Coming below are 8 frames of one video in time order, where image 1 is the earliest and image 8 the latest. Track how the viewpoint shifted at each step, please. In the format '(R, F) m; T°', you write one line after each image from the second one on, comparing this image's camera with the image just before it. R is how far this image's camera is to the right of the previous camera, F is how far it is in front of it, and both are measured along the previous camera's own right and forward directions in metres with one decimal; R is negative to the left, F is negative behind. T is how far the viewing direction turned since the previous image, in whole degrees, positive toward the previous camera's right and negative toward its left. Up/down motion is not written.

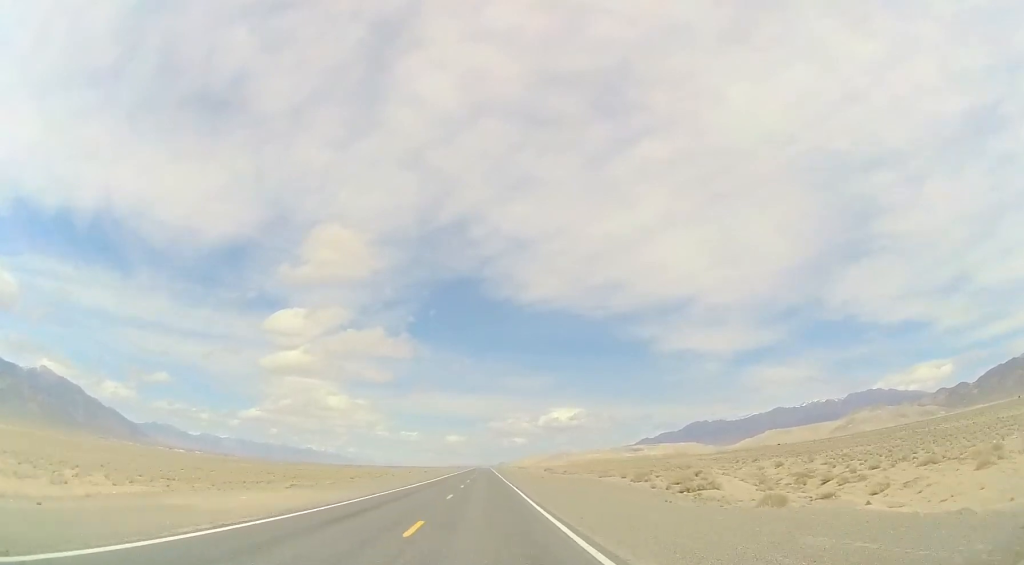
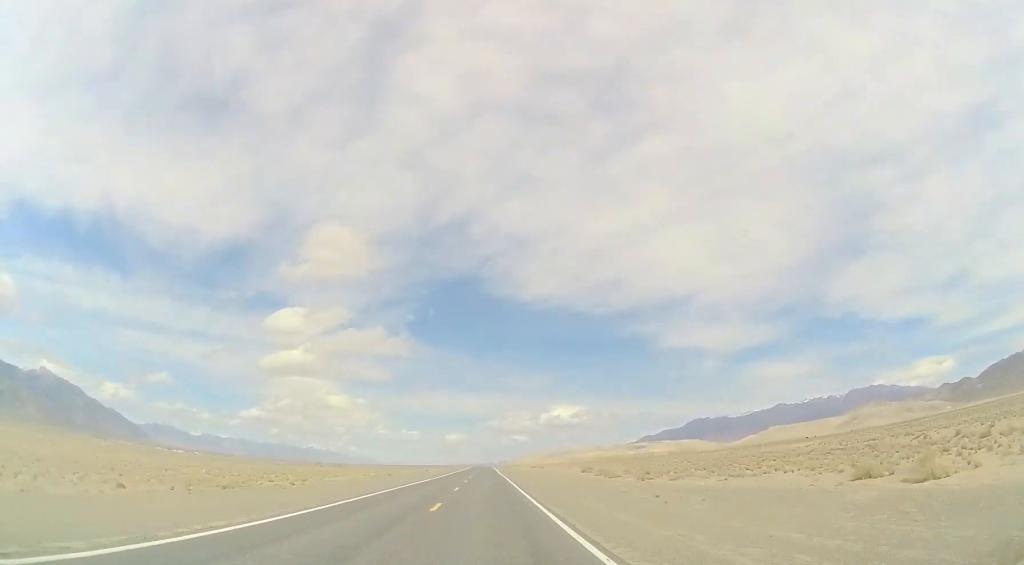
(-0.5, +48.4) m; -1°
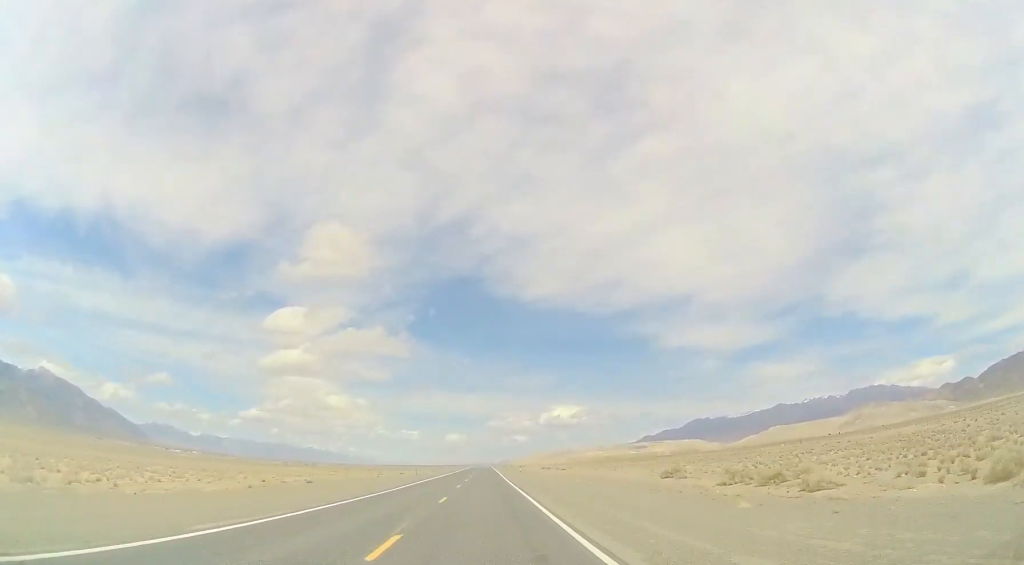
(+0.2, +36.8) m; +1°
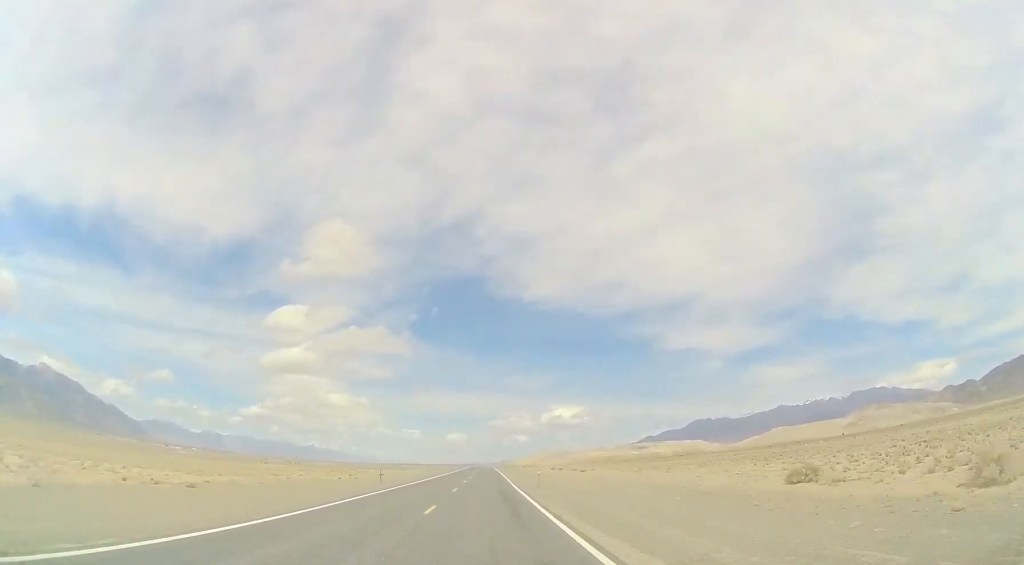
(+0.1, +18.9) m; 0°
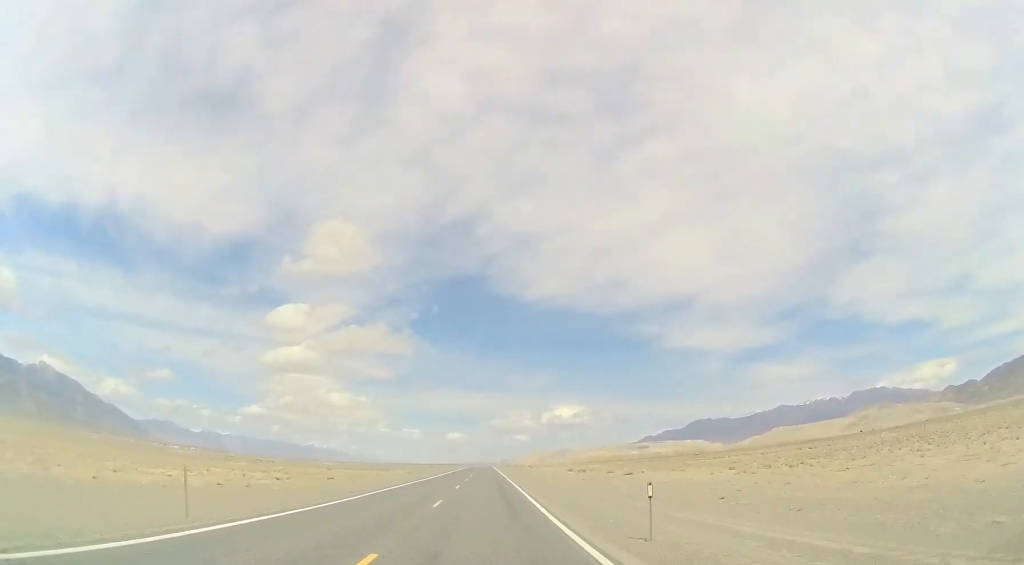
(0.0, +24.9) m; 0°
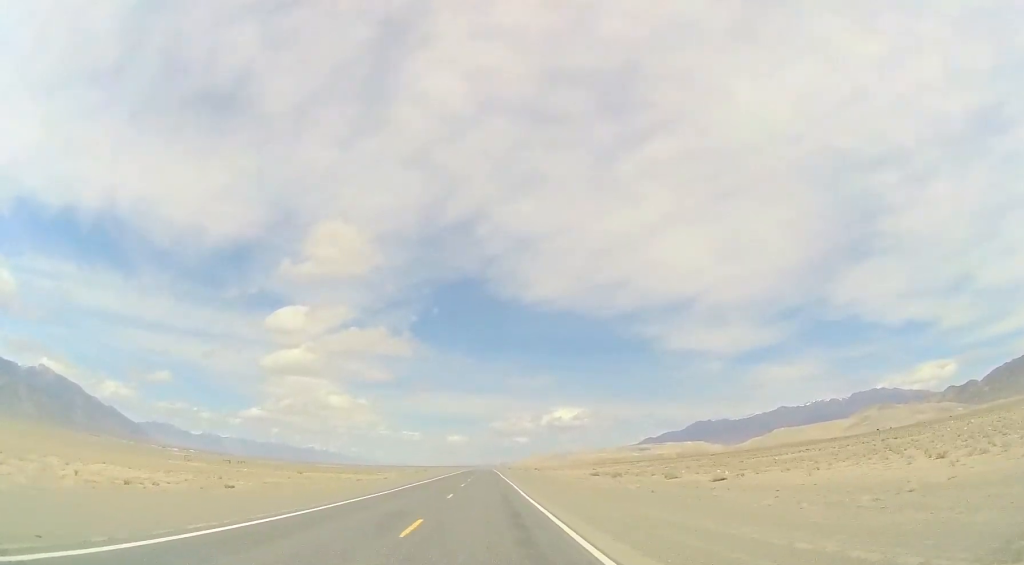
(-0.2, +21.3) m; 0°
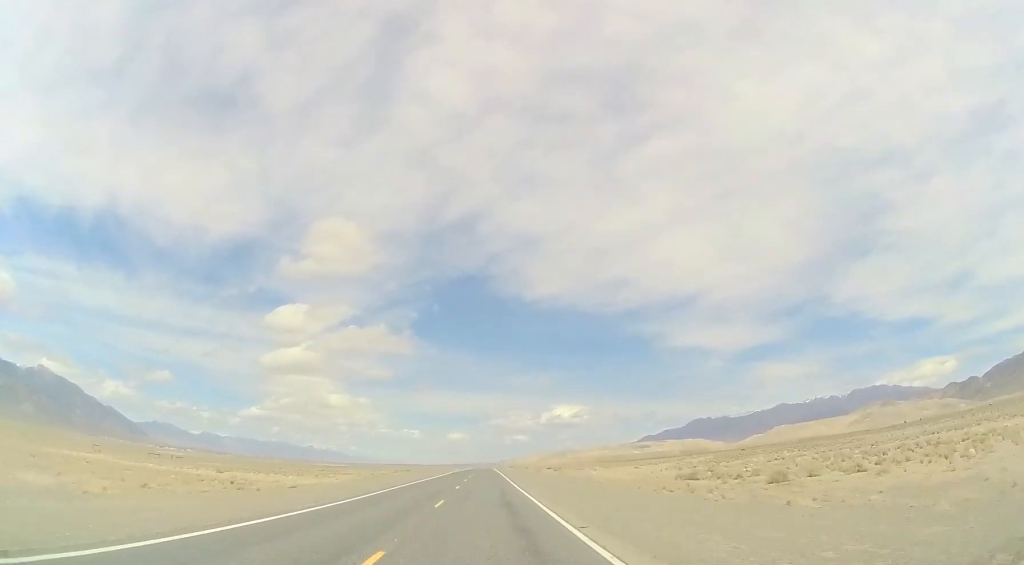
(-0.1, +34.3) m; 0°
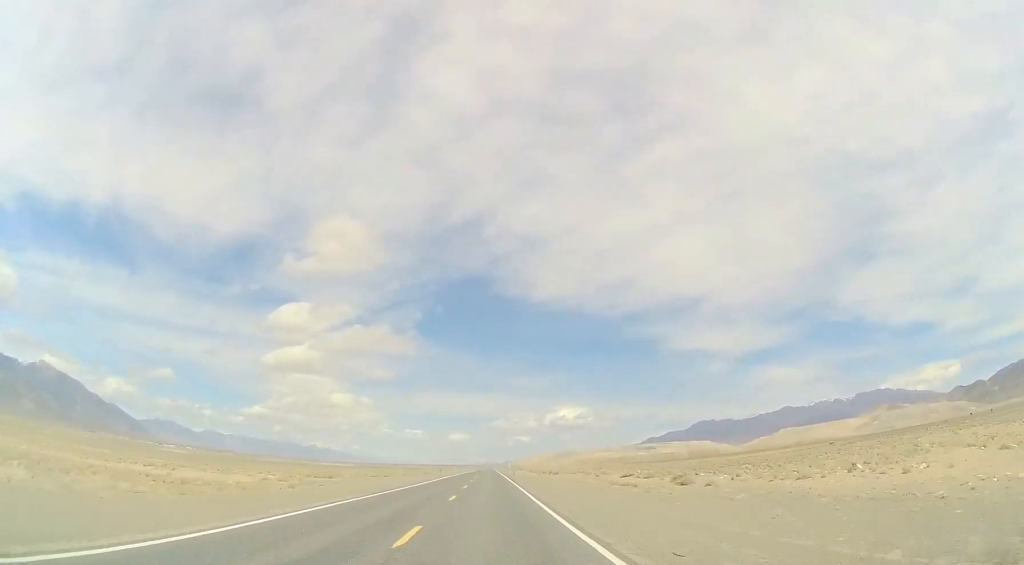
(+0.5, +64.3) m; +1°
